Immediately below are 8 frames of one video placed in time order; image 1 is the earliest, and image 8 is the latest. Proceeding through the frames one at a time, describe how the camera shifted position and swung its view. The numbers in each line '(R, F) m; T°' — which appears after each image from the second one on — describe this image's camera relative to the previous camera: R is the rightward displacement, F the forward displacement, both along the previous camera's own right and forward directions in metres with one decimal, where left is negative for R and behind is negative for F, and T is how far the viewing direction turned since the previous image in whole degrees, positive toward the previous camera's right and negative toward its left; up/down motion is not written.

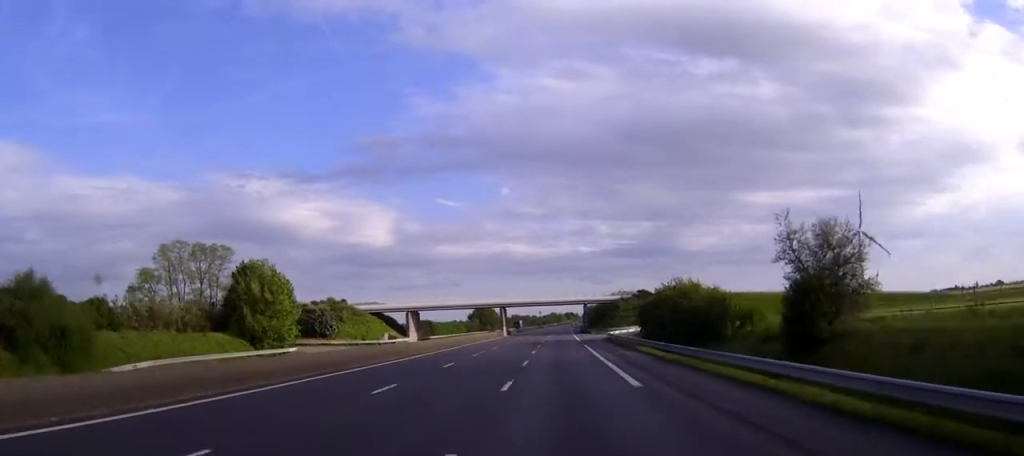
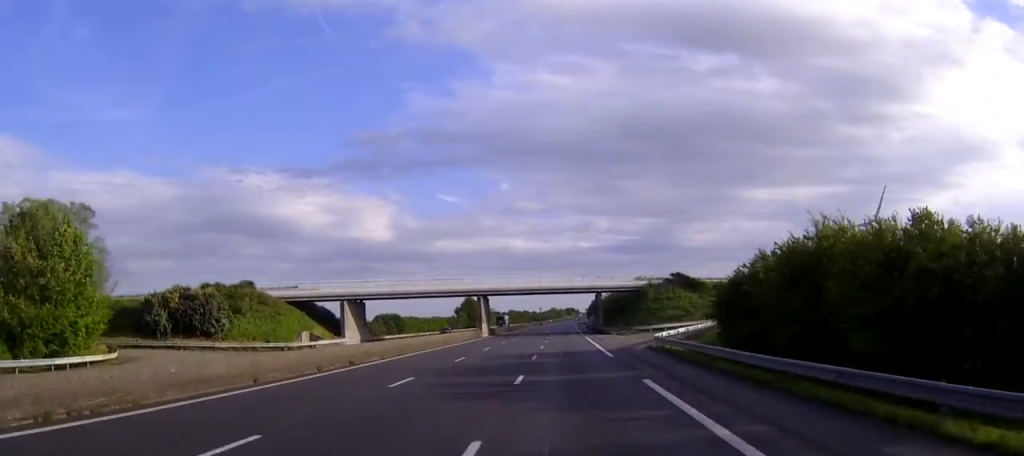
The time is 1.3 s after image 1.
(0.0, +37.8) m; 0°
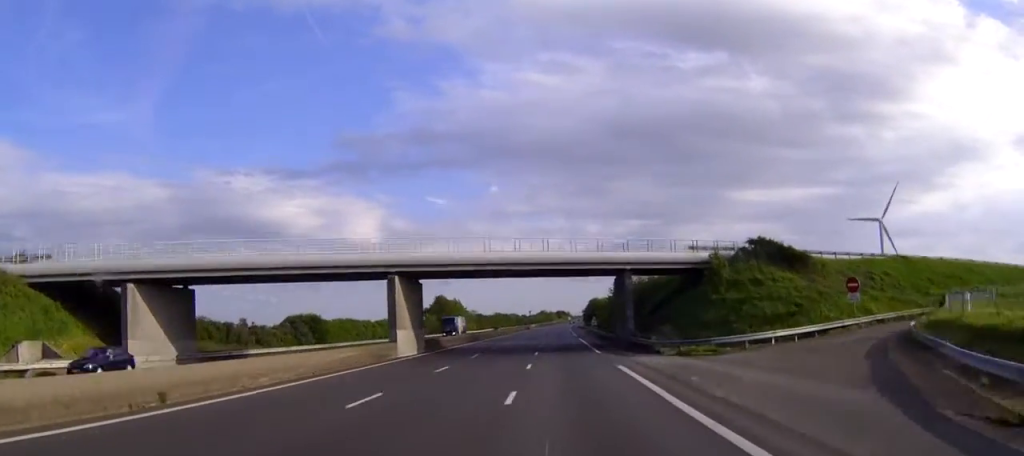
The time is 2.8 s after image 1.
(+0.3, +43.6) m; +1°
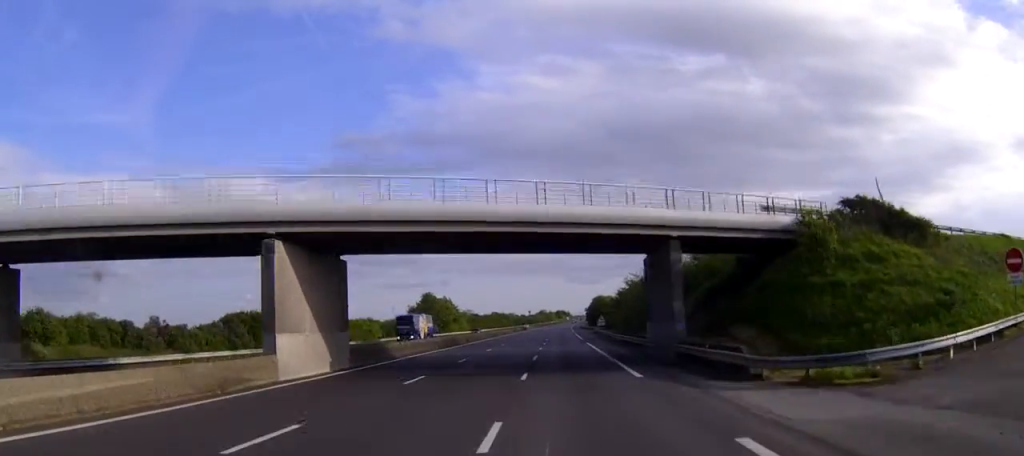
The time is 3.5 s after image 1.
(0.0, +19.4) m; 0°
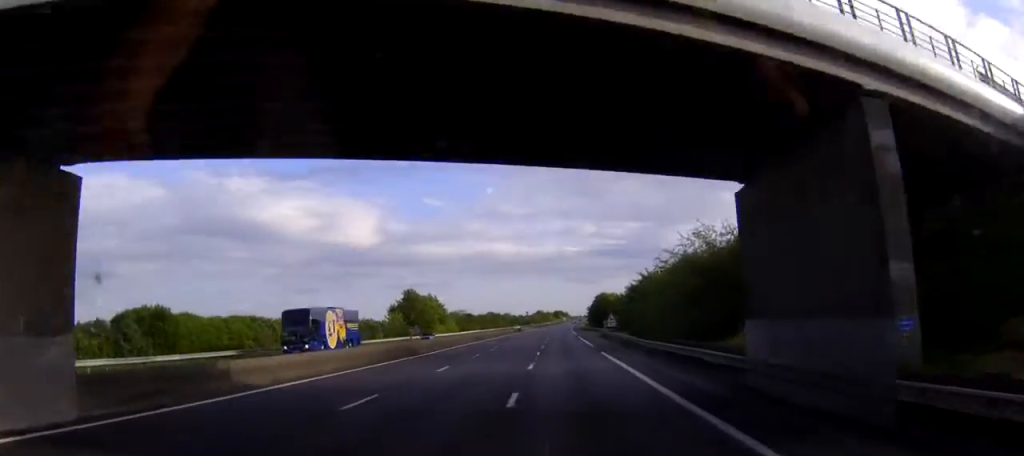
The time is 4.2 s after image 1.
(0.0, +20.3) m; 0°
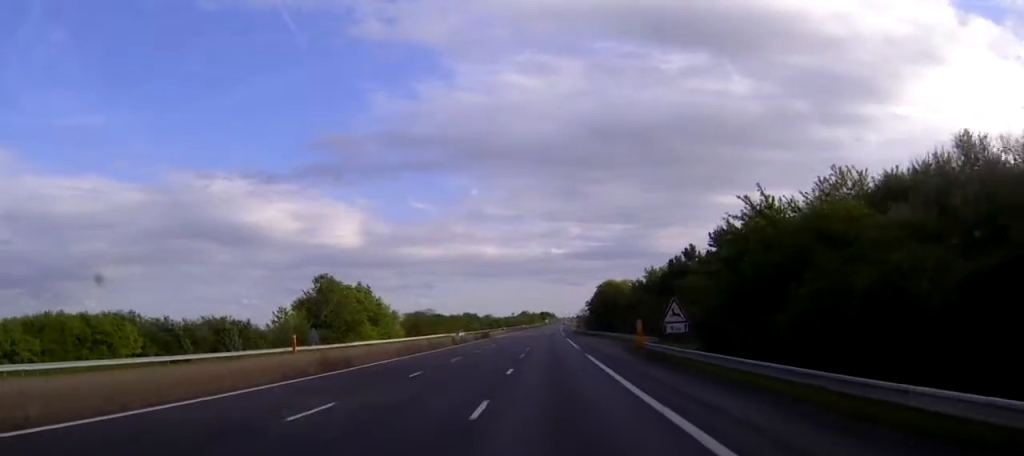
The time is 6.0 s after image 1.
(+0.6, +53.6) m; +1°
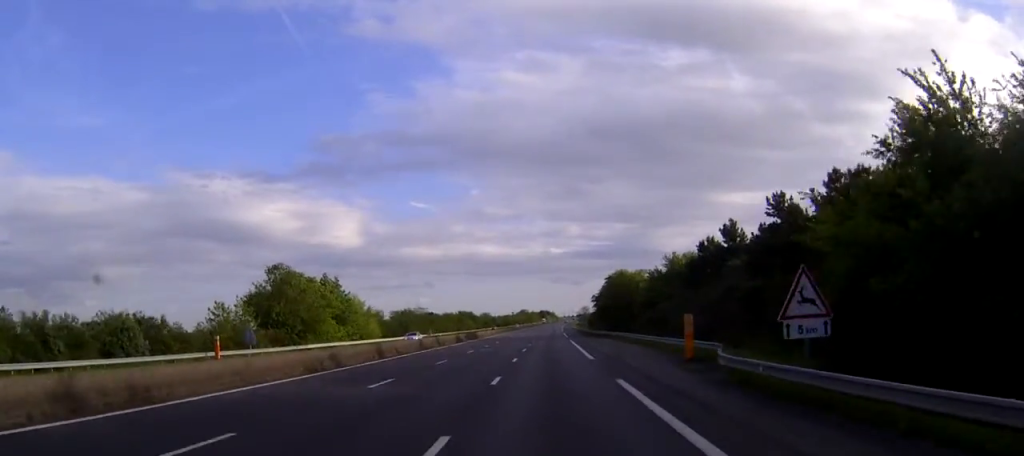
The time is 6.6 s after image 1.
(0.0, +18.5) m; 0°
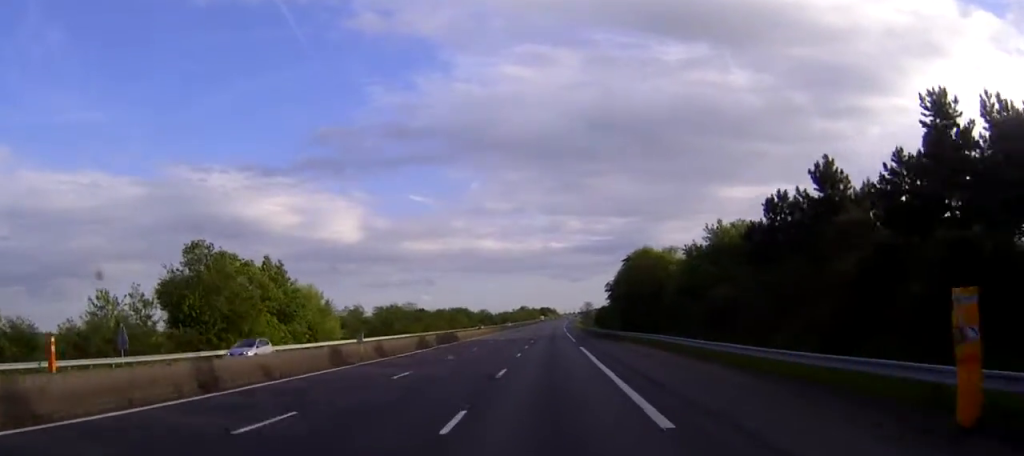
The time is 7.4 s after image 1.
(-0.1, +22.3) m; 0°
